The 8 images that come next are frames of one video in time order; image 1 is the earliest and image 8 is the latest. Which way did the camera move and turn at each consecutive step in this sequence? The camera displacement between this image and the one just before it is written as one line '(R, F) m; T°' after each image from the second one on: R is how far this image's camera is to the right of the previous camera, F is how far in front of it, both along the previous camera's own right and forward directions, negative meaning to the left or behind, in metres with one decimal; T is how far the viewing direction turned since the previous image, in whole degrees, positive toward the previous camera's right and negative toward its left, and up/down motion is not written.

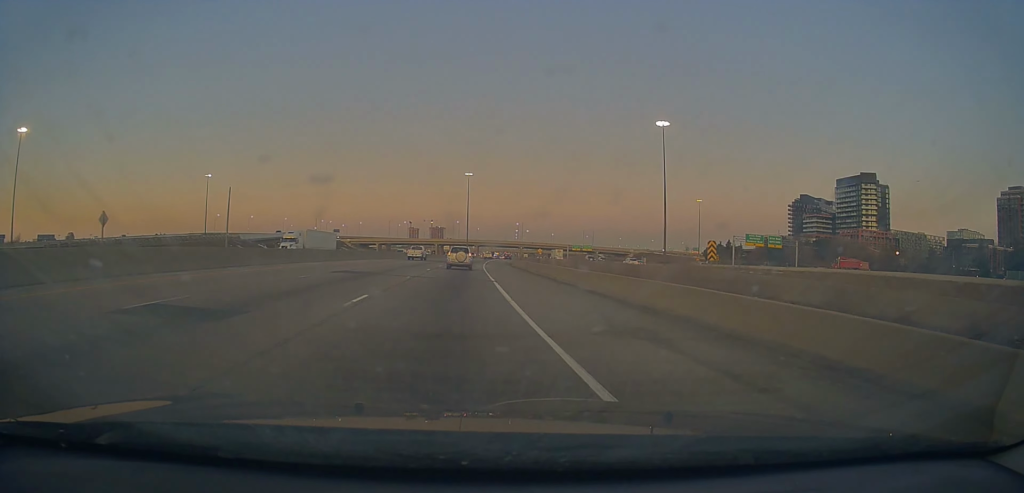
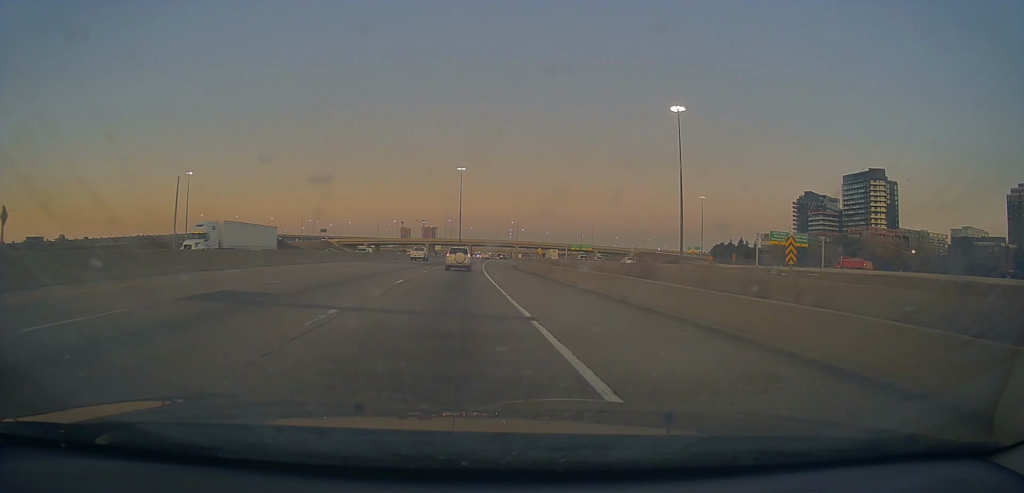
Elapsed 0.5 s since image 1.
(+0.8, +14.7) m; +1°
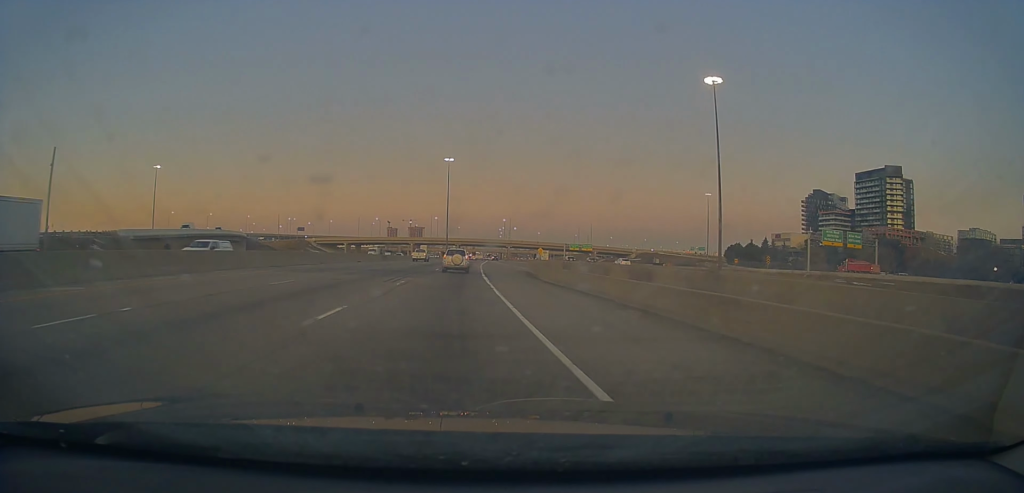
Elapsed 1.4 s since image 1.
(+0.2, +23.7) m; 0°
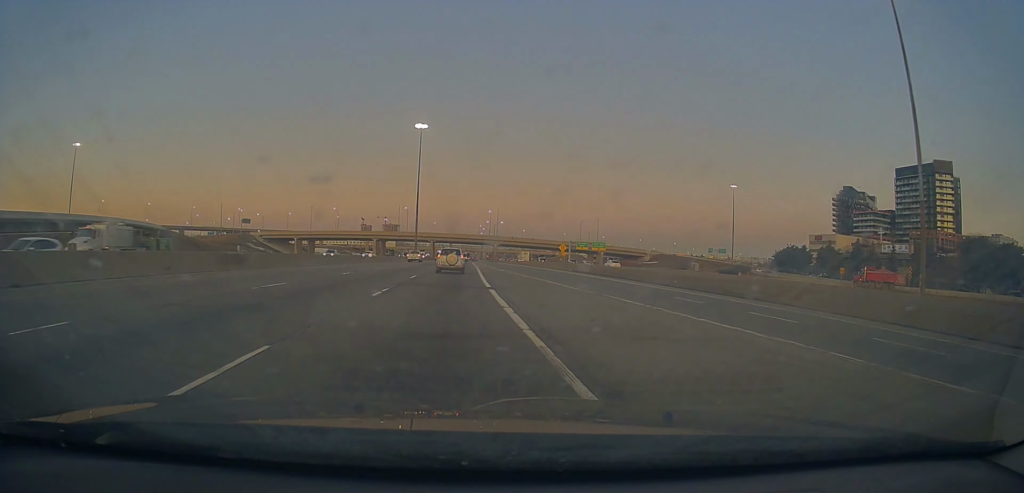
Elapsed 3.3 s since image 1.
(+0.3, +52.0) m; +3°
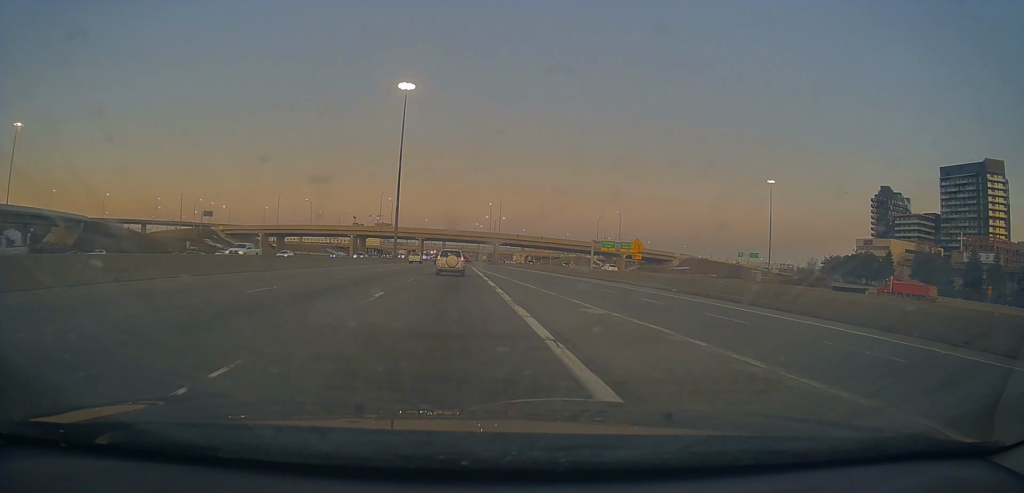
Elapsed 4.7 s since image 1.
(+0.9, +36.5) m; +2°
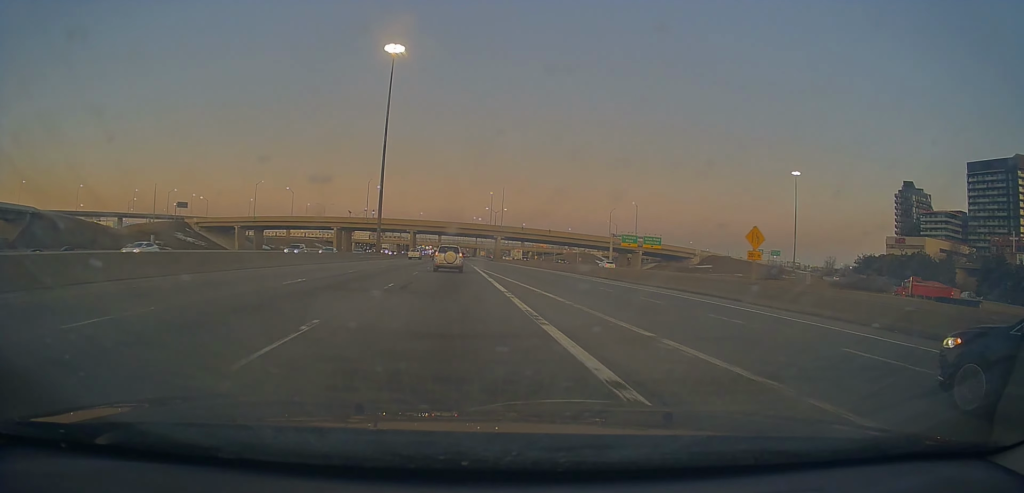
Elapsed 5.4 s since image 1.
(+0.1, +19.6) m; 0°
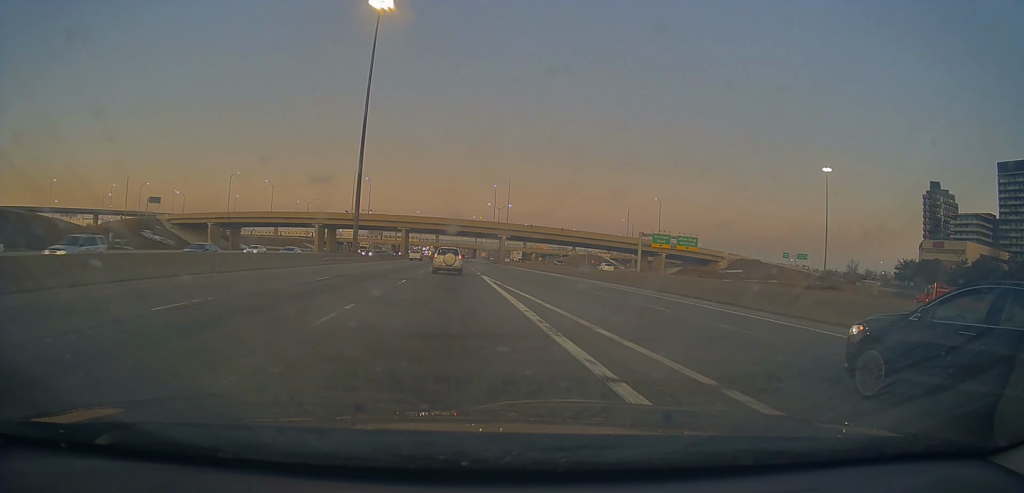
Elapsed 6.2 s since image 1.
(+0.1, +19.7) m; 0°
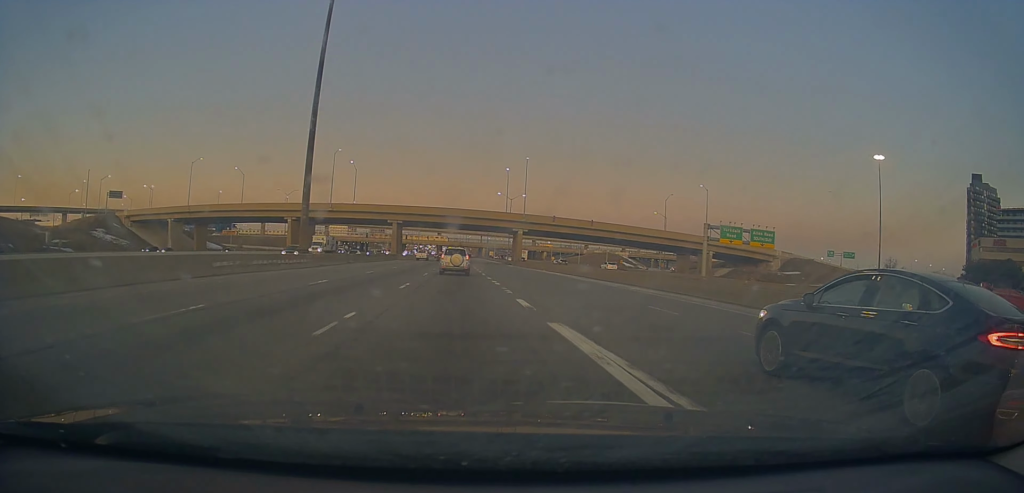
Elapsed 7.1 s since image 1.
(-0.1, +26.2) m; 0°
